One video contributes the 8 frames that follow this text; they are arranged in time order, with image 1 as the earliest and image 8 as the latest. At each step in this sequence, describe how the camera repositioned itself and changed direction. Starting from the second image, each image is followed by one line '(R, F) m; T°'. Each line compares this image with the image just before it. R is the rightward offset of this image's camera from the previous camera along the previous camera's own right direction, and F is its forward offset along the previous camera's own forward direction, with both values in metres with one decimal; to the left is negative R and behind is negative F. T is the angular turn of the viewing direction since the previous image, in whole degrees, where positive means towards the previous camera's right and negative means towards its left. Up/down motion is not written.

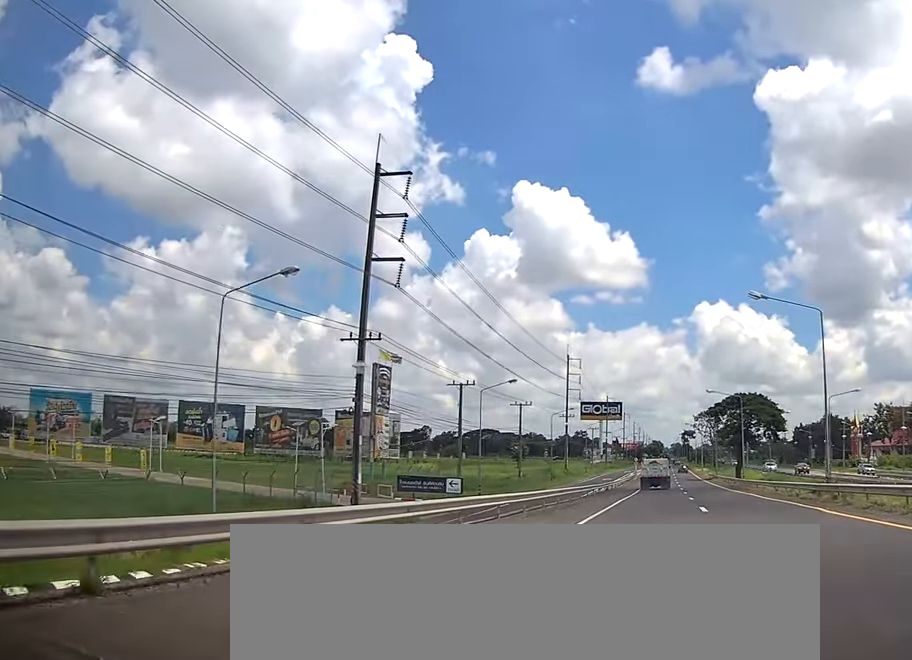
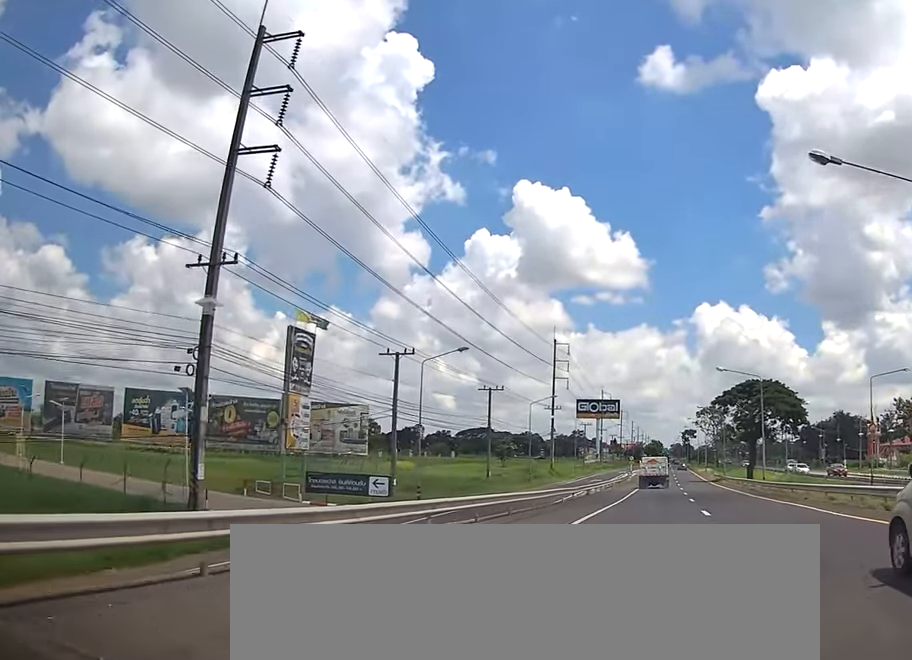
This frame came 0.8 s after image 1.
(0.0, +14.0) m; -1°
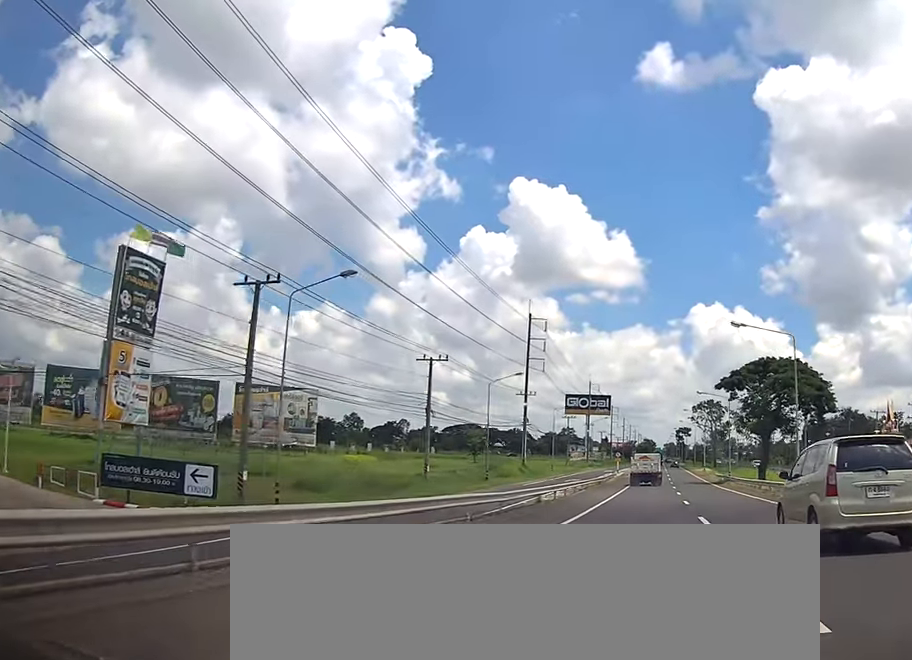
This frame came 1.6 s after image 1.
(-0.3, +15.8) m; +1°
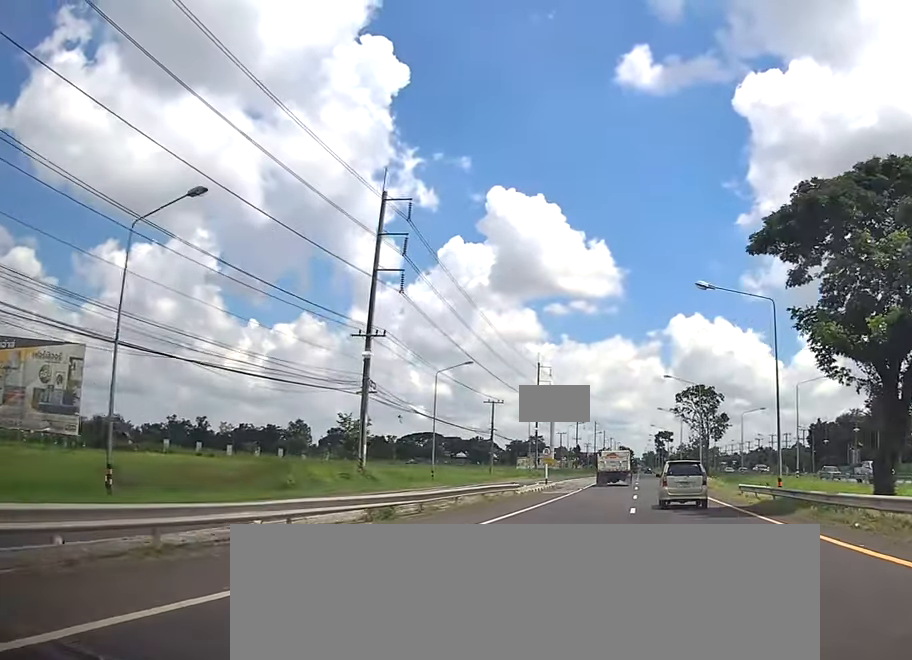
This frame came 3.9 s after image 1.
(+0.7, +42.1) m; +2°
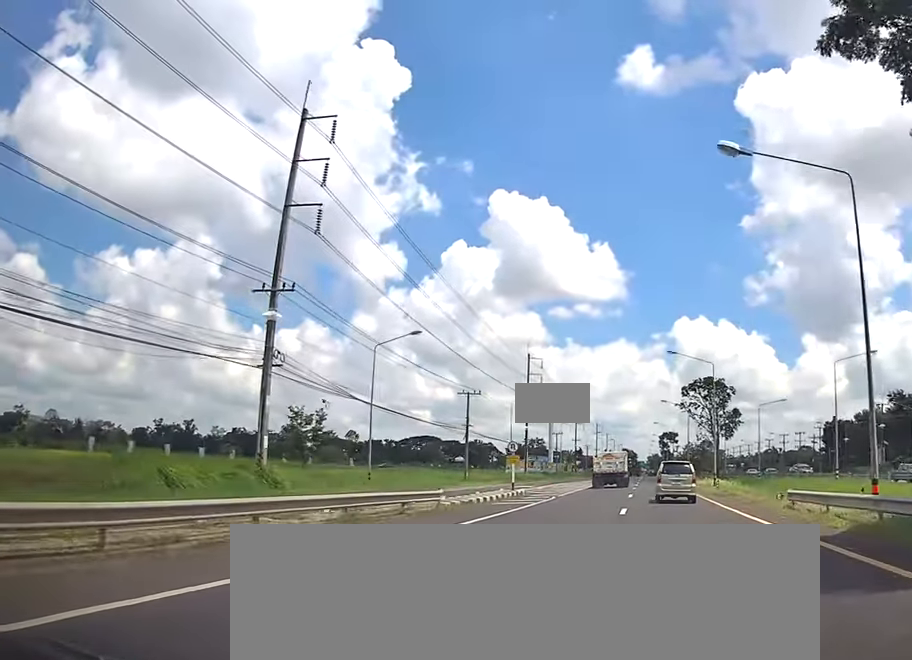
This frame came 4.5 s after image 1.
(+0.6, +12.5) m; +1°
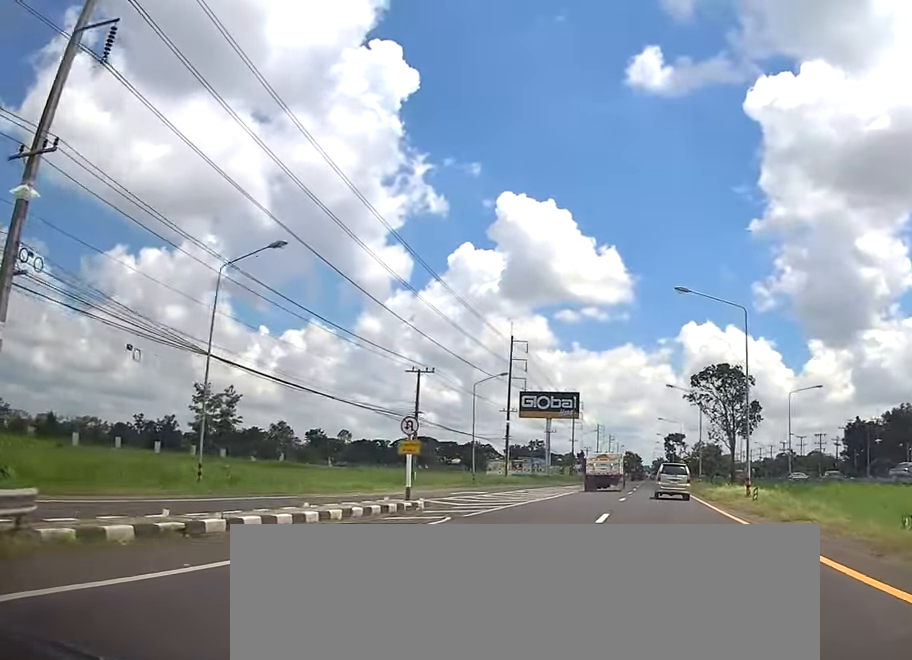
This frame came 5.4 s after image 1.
(-0.2, +16.8) m; -1°
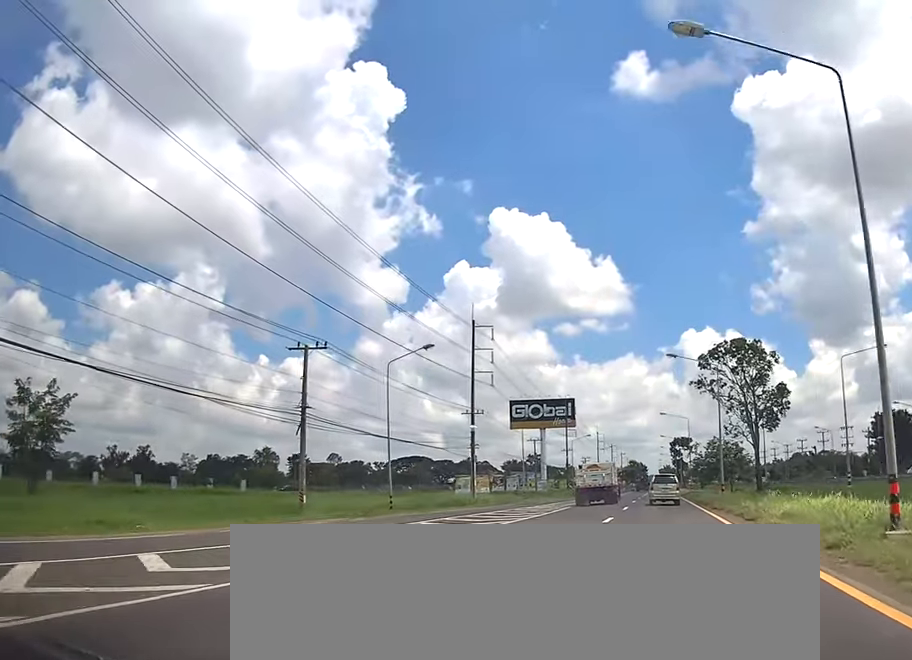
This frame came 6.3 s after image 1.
(-0.1, +19.3) m; 0°
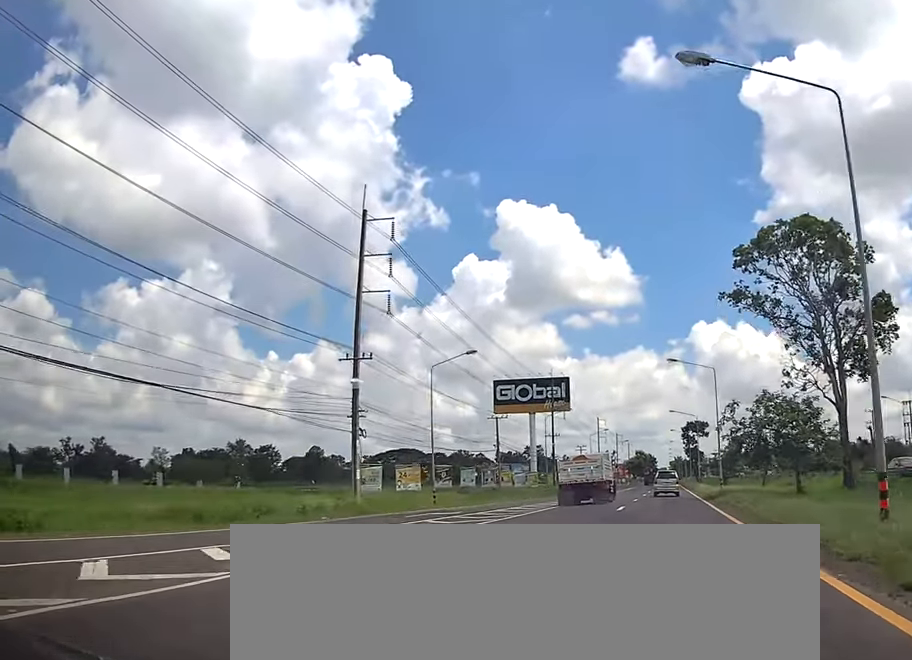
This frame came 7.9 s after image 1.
(-0.1, +31.7) m; 0°
